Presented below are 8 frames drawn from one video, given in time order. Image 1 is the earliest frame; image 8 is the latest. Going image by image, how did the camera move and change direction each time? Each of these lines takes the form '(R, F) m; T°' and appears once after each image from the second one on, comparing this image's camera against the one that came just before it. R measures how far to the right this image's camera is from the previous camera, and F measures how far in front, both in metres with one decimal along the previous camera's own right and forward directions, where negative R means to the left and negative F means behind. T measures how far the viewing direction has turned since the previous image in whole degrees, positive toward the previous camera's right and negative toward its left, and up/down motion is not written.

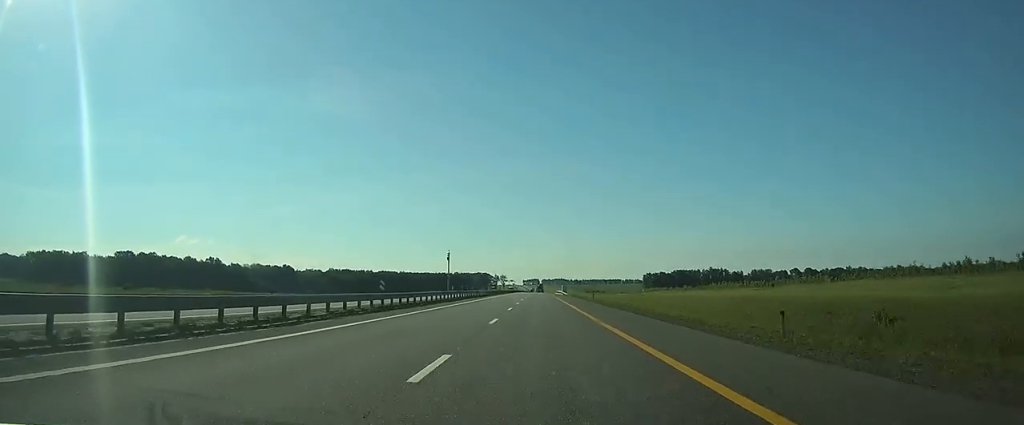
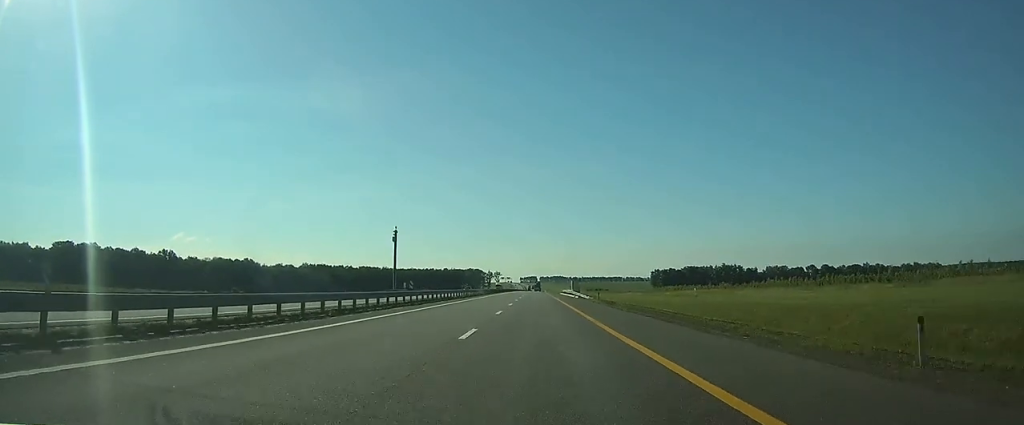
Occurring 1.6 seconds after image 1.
(+0.1, +53.9) m; 0°
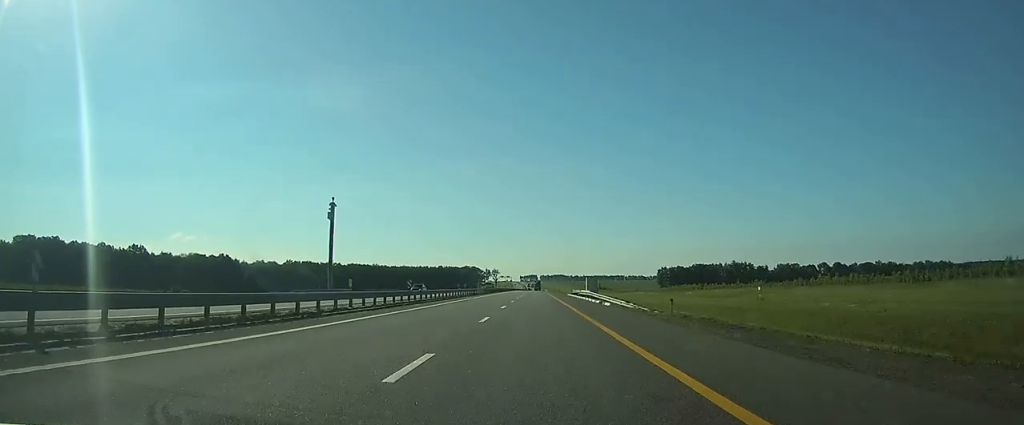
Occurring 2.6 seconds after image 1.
(+0.1, +30.4) m; 0°
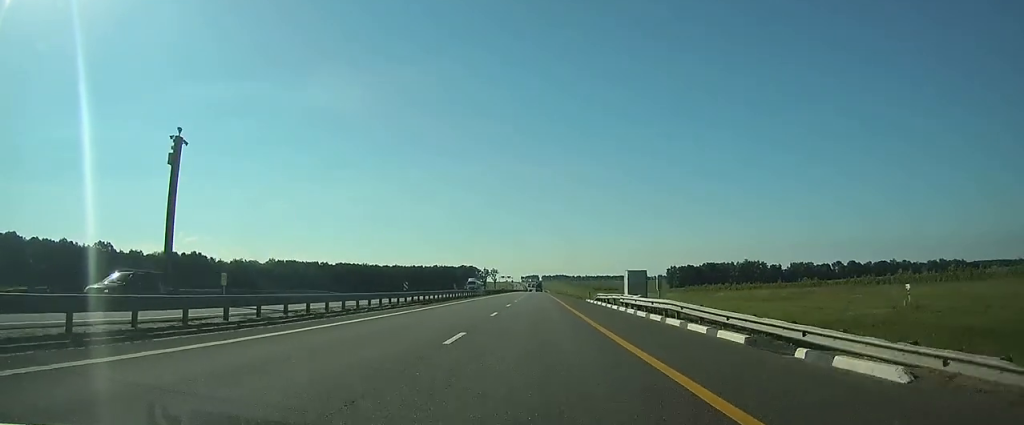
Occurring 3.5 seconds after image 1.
(-0.1, +31.1) m; 0°
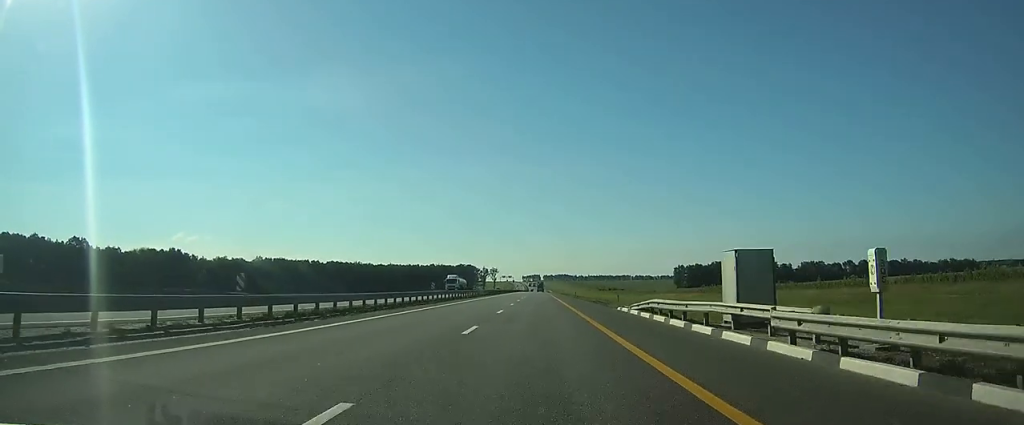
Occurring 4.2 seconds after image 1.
(0.0, +21.4) m; 0°
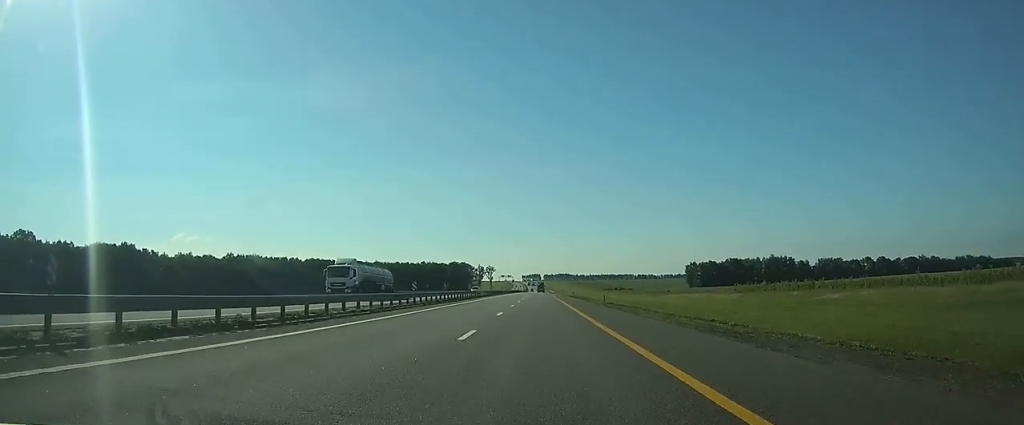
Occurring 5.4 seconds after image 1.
(0.0, +37.2) m; 0°
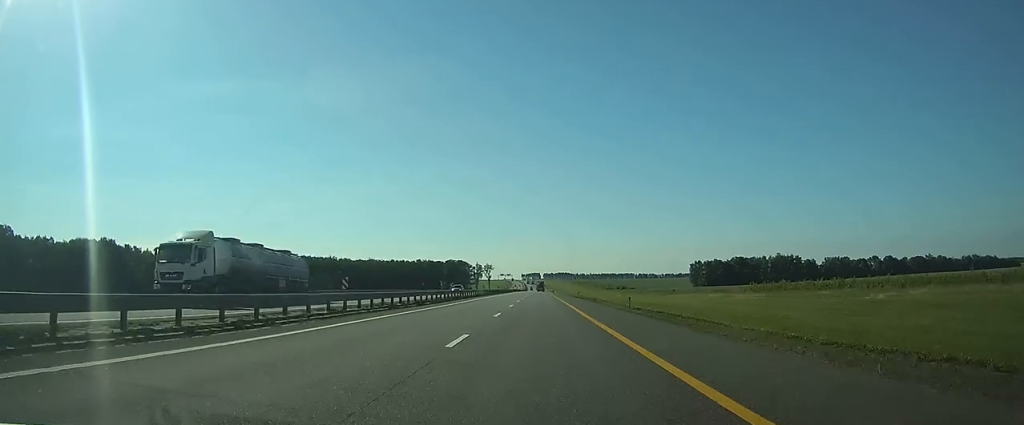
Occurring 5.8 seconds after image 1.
(0.0, +13.8) m; 0°
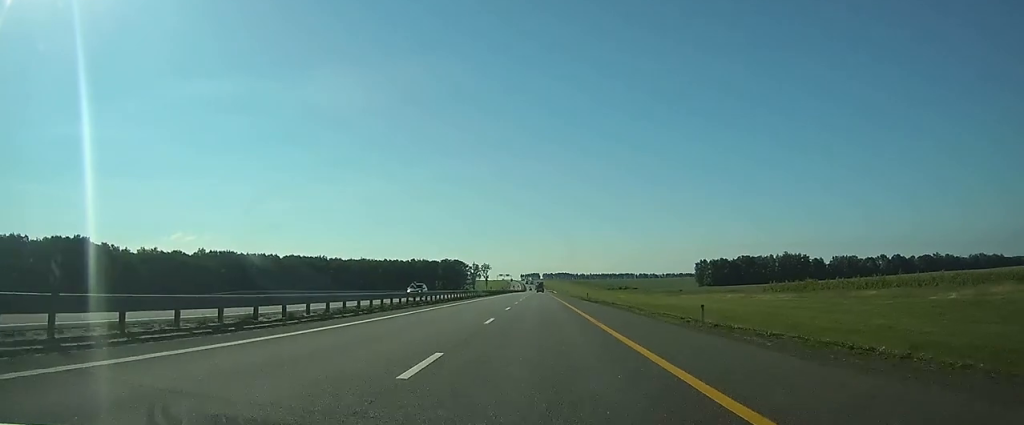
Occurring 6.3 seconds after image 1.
(0.0, +16.0) m; 0°
